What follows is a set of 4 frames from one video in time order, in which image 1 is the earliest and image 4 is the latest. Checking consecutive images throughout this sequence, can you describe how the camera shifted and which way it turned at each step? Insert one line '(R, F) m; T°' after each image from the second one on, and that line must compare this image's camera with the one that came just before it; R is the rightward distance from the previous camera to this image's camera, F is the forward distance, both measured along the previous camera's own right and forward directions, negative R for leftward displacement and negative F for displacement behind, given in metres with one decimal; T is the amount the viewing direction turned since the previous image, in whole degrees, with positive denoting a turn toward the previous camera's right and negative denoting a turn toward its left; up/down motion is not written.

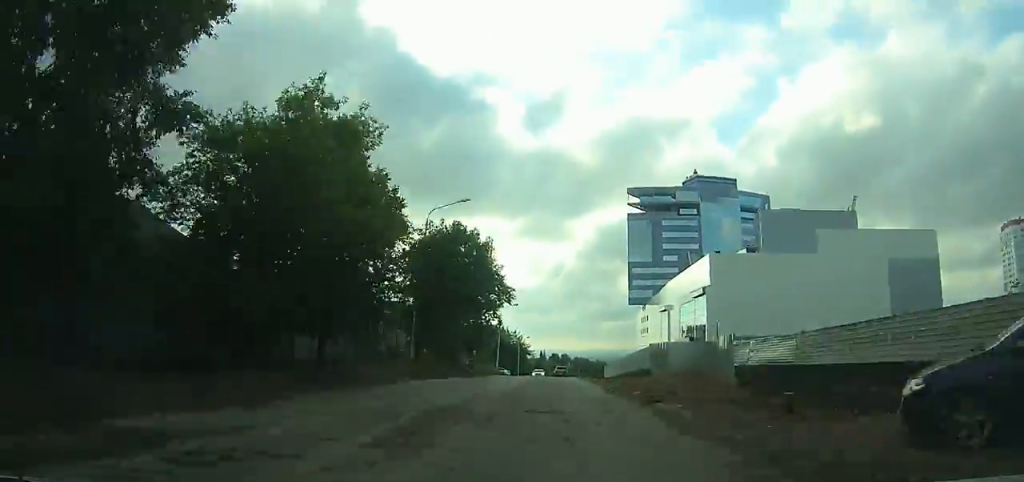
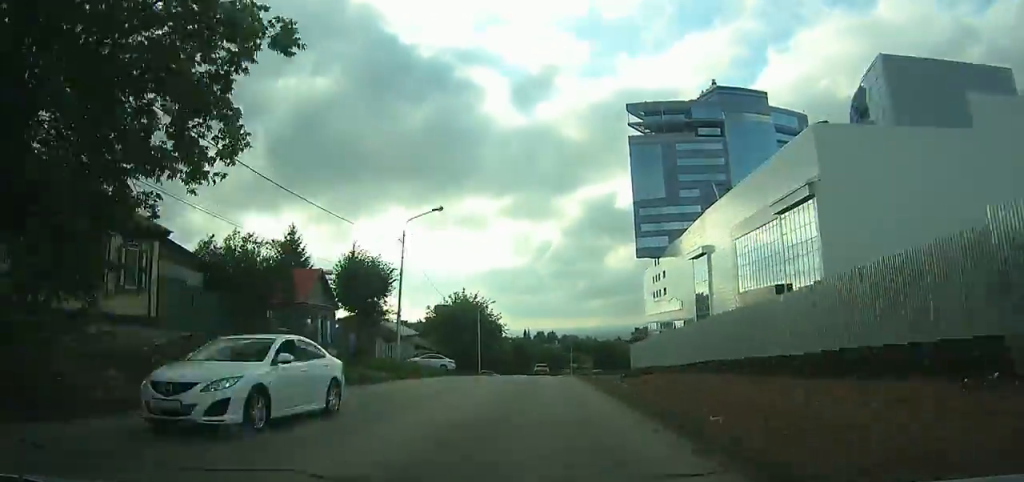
(-0.2, +46.0) m; 0°
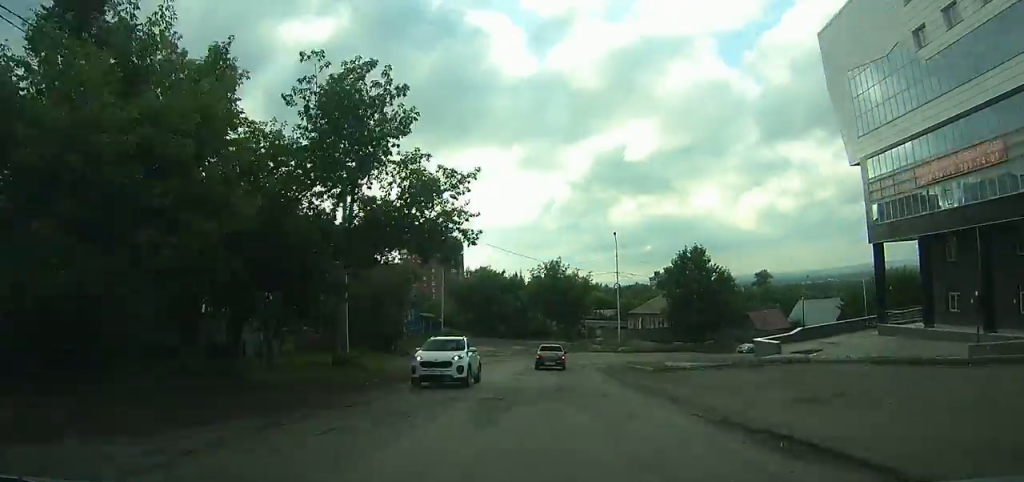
(+0.1, +88.8) m; +1°
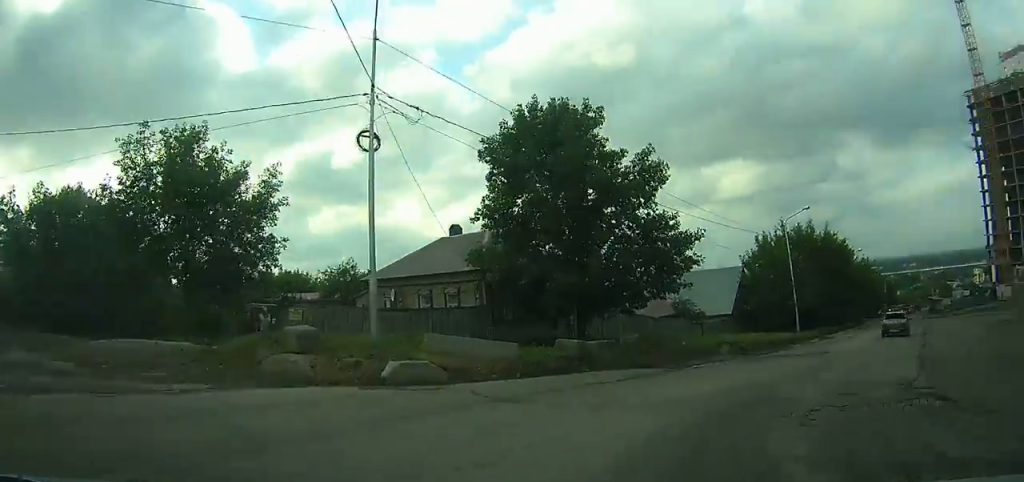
(+5.6, +44.8) m; +37°
